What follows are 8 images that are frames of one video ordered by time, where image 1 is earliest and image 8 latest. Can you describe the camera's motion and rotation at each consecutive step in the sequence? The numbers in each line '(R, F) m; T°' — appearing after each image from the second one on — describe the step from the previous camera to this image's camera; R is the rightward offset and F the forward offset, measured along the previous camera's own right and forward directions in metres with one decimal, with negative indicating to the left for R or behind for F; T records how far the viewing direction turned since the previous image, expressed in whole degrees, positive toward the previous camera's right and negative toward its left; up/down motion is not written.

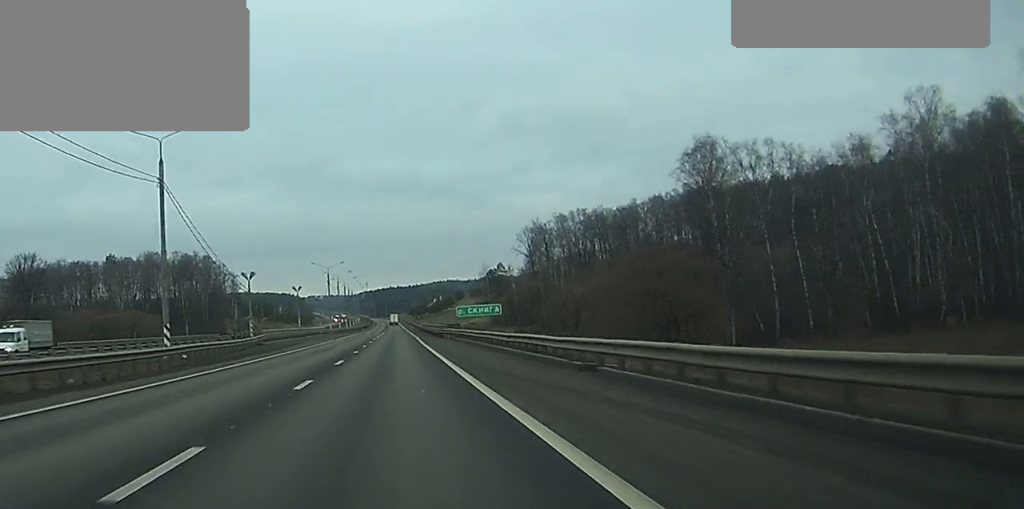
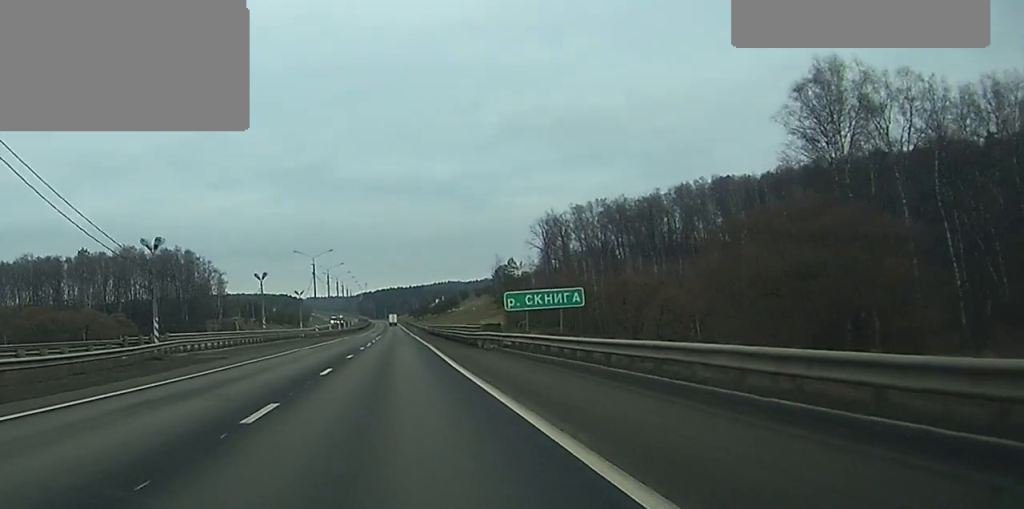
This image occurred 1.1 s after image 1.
(0.0, +30.7) m; 0°
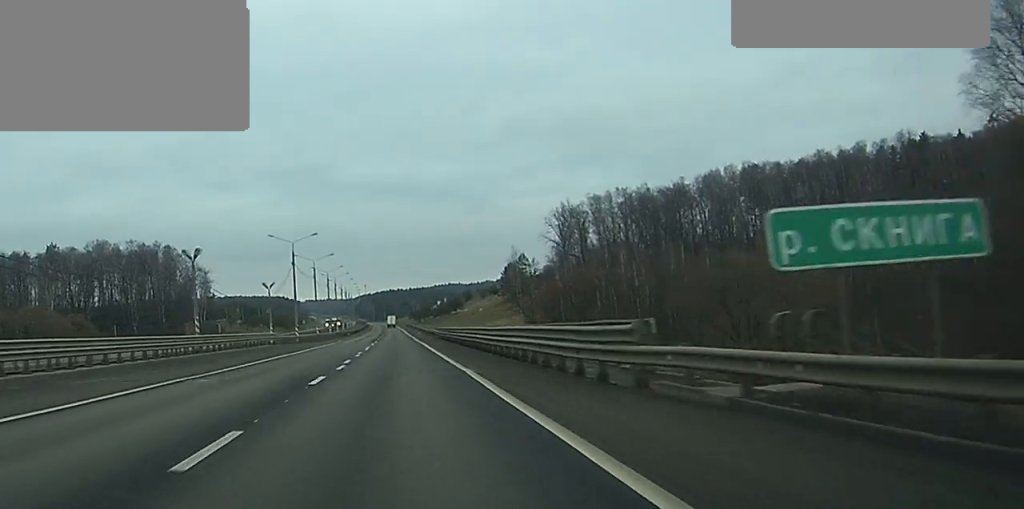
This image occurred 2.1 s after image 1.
(0.0, +27.8) m; 0°
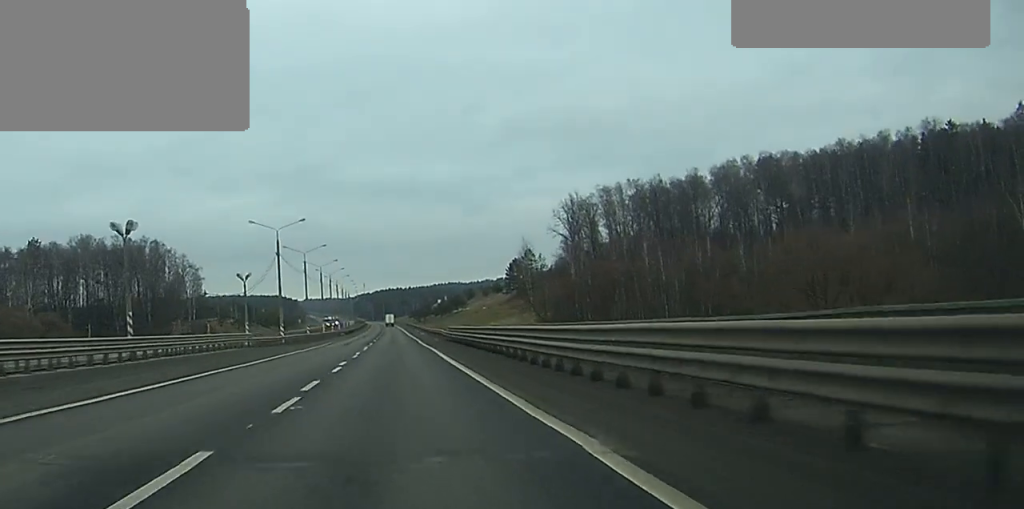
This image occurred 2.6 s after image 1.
(0.0, +13.9) m; 0°
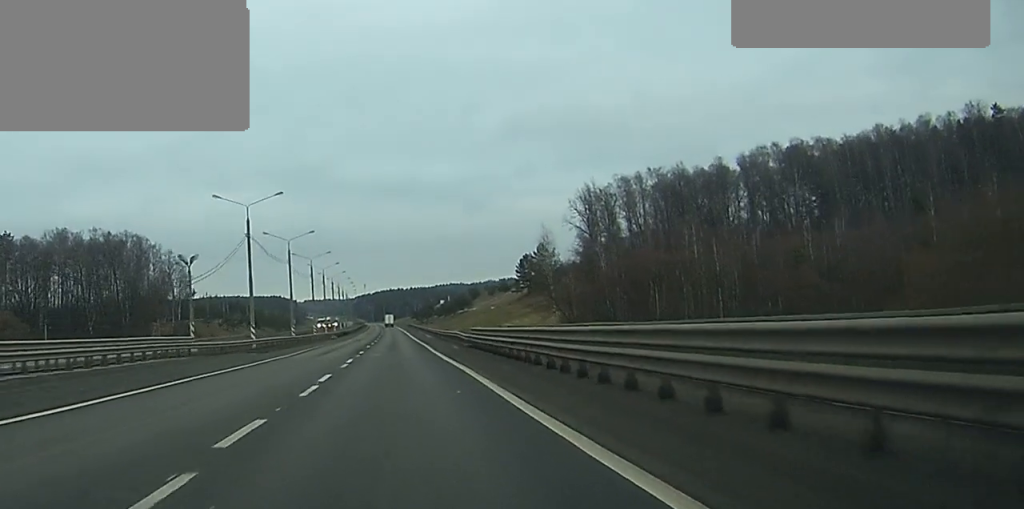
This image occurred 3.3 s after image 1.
(0.0, +20.4) m; 0°
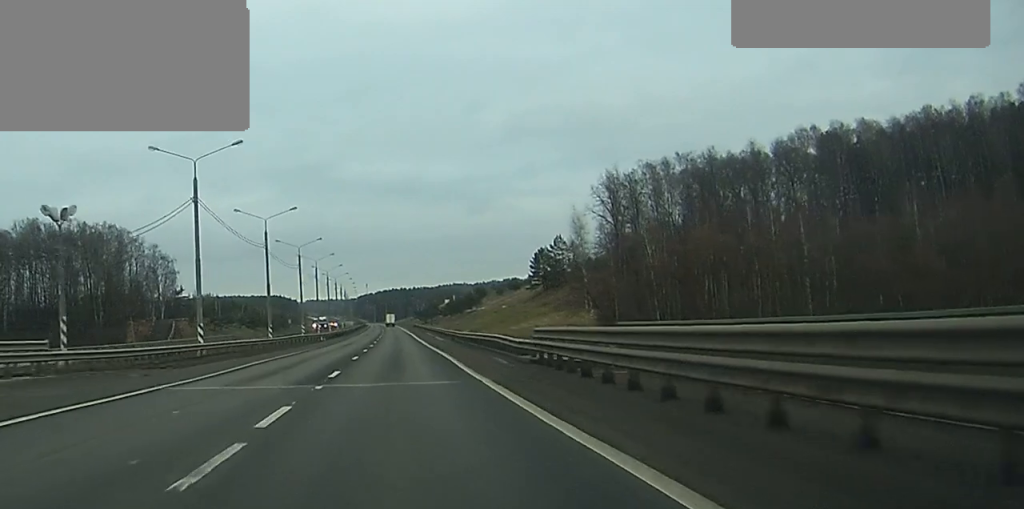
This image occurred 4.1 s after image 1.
(0.0, +21.3) m; 0°
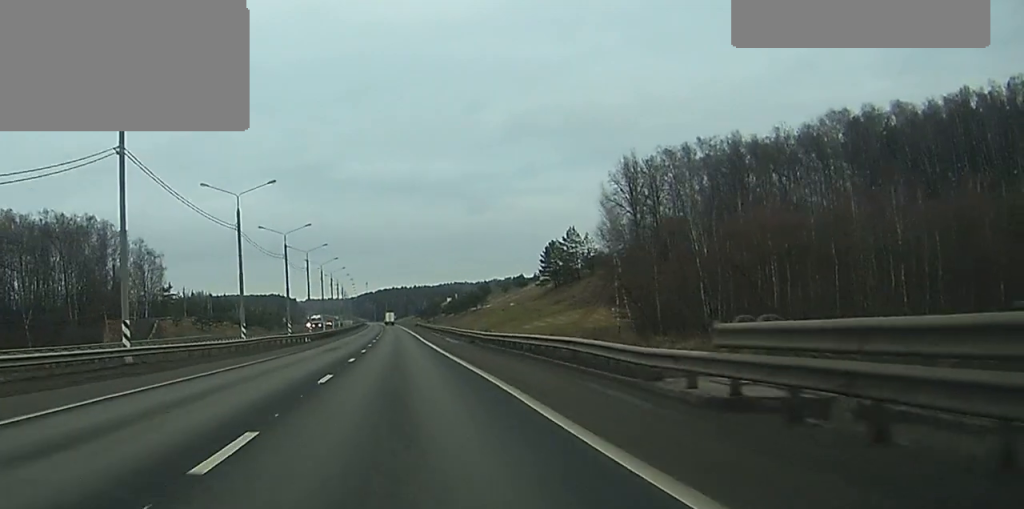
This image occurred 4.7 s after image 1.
(0.0, +15.8) m; 0°
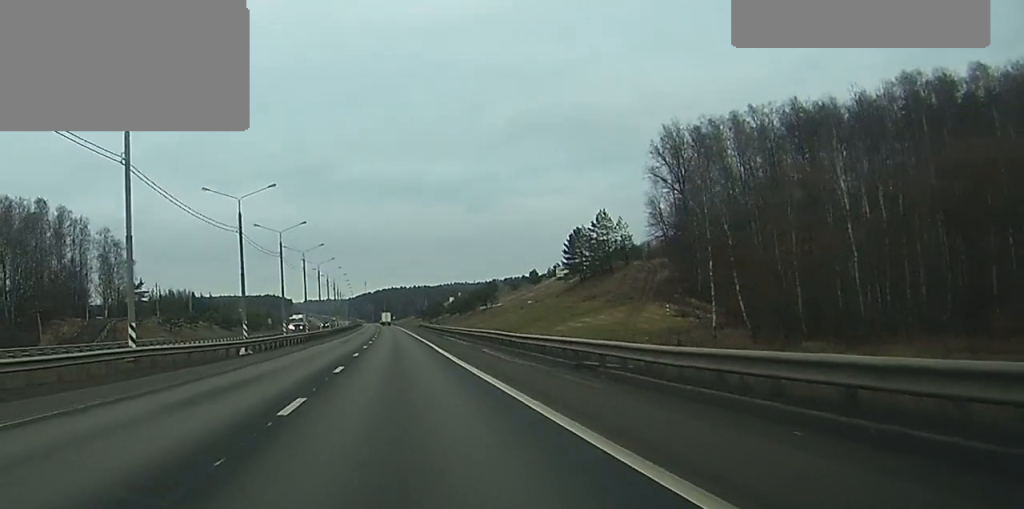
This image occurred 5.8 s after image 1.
(0.0, +30.7) m; 0°
